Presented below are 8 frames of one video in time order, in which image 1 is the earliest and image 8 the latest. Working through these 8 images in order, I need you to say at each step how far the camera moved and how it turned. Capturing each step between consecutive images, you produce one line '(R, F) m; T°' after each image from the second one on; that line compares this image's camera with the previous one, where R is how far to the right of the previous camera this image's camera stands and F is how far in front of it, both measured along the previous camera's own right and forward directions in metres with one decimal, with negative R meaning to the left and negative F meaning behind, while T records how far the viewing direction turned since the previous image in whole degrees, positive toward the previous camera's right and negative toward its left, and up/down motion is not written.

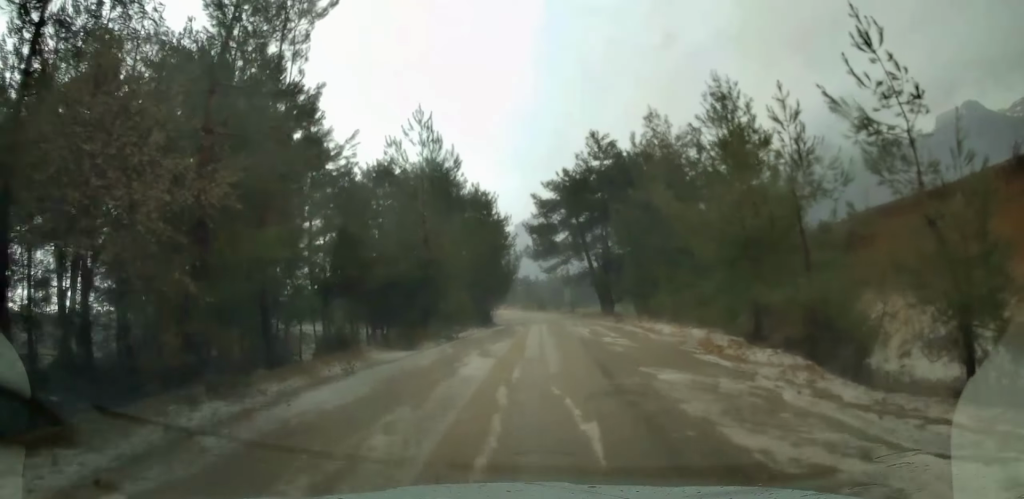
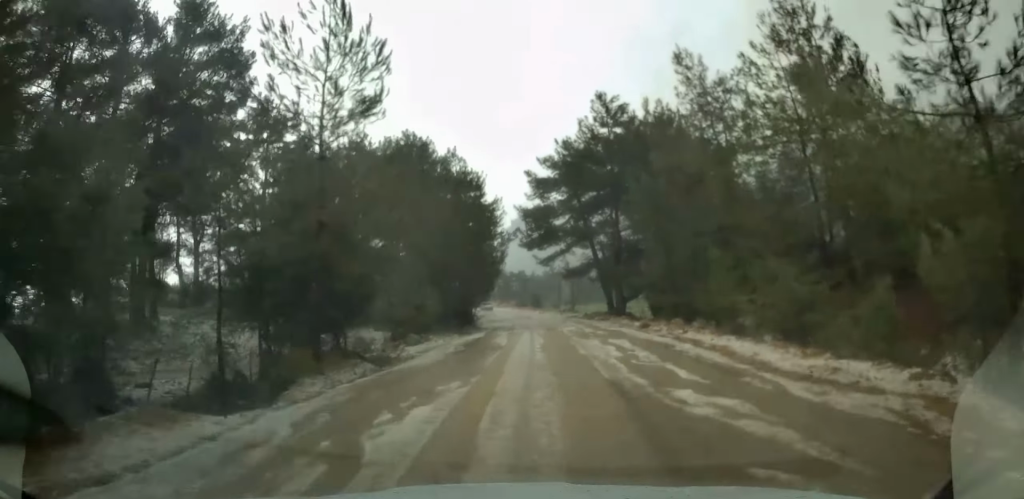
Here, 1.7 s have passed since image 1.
(0.0, +10.9) m; +2°
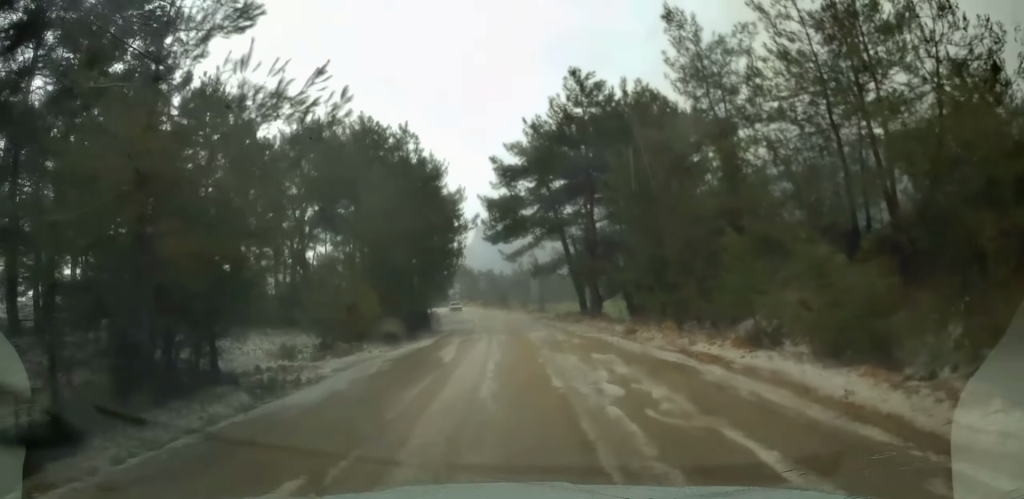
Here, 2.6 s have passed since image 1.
(+0.2, +5.6) m; +2°
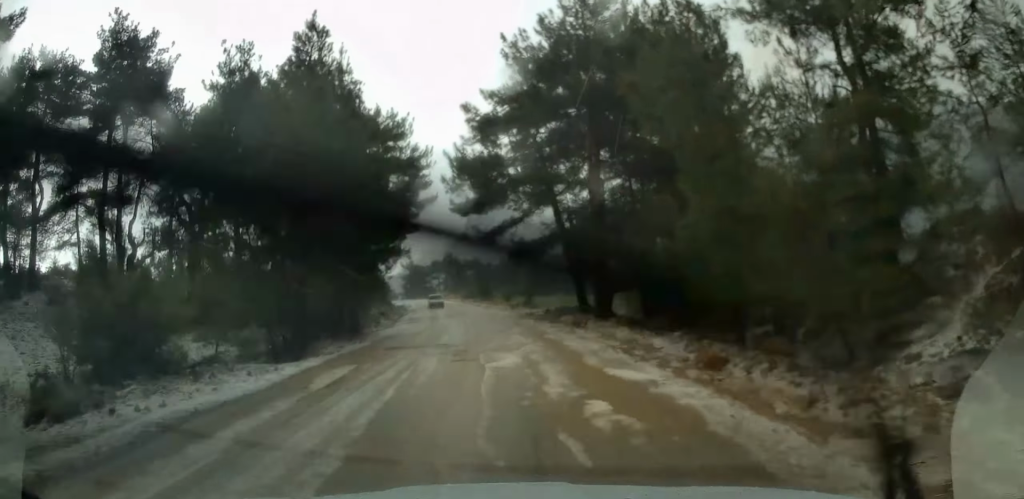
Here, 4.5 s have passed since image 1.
(0.0, +13.6) m; 0°
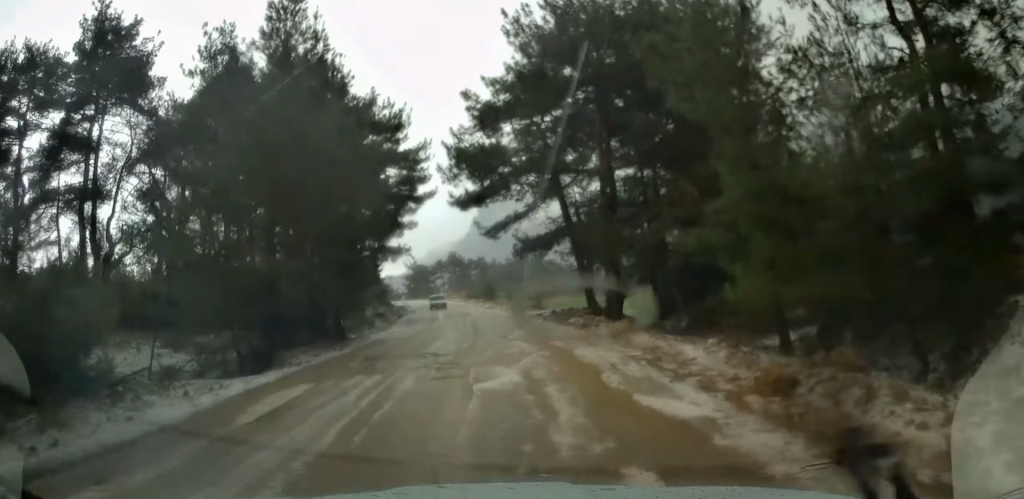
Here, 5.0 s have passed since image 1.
(0.0, +3.0) m; 0°
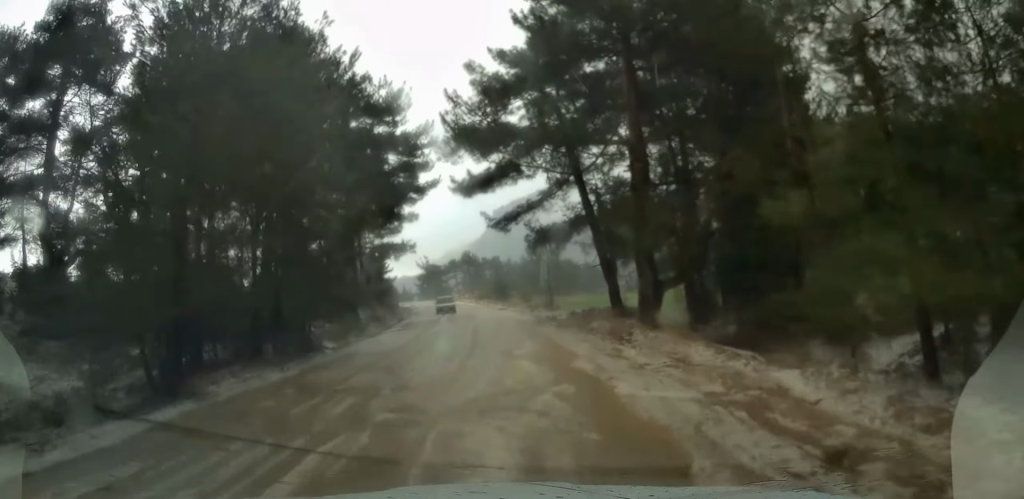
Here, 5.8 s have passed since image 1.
(+0.1, +5.4) m; -1°
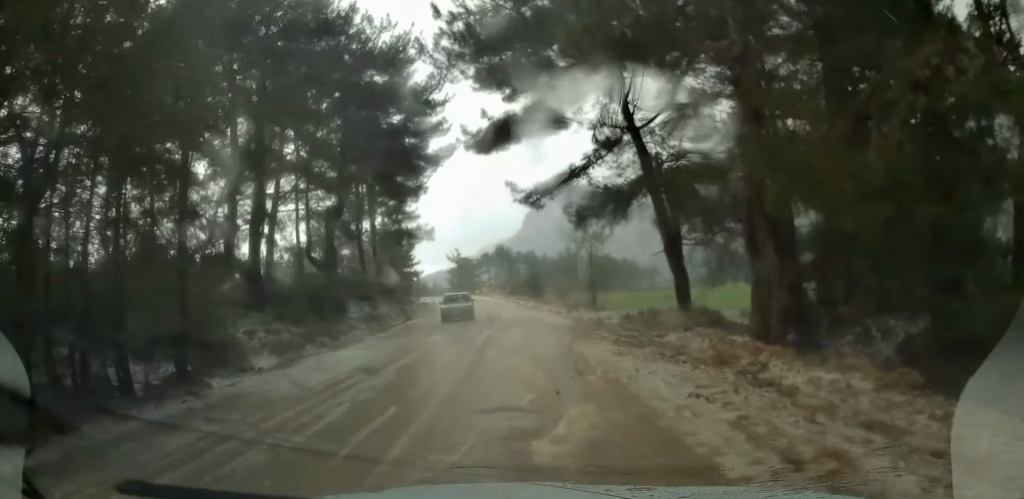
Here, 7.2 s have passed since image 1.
(-0.3, +9.2) m; -4°
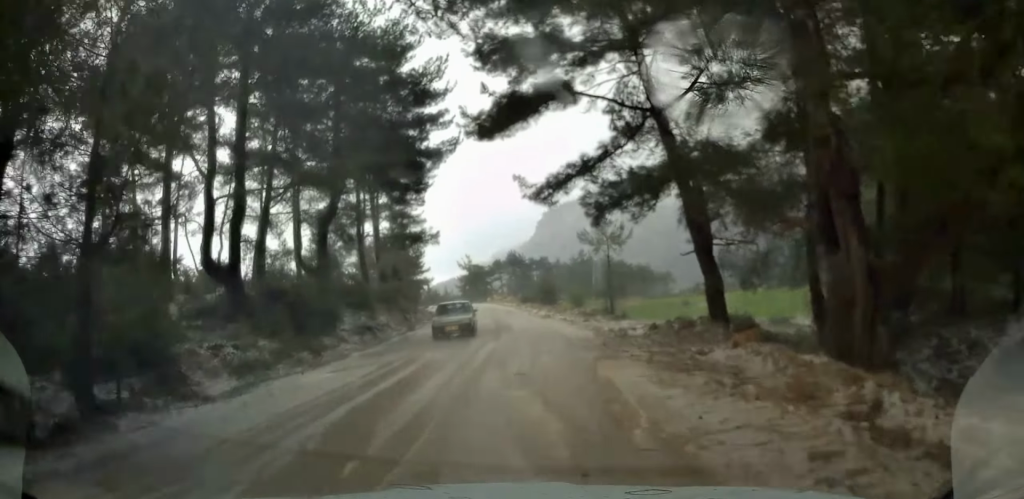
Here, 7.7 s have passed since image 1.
(0.0, +3.3) m; -1°
